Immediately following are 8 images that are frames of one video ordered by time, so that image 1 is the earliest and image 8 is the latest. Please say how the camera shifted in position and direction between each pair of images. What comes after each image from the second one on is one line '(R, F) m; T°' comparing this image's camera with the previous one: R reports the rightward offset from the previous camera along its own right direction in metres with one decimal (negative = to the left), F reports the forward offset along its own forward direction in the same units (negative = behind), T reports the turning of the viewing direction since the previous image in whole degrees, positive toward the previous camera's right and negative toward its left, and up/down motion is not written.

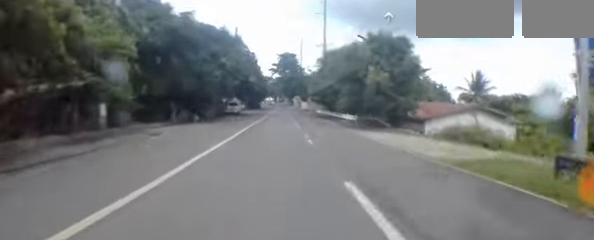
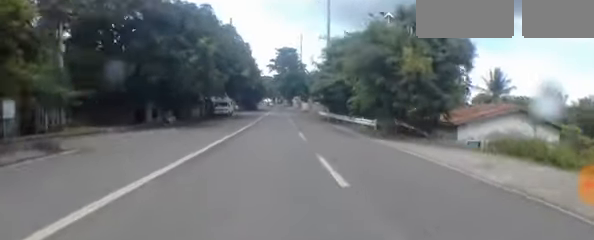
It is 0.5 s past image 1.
(-0.3, +6.2) m; 0°
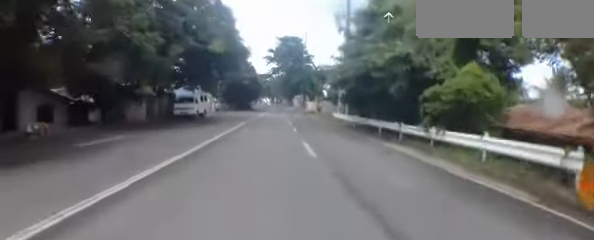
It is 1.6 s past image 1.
(0.0, +13.8) m; 0°
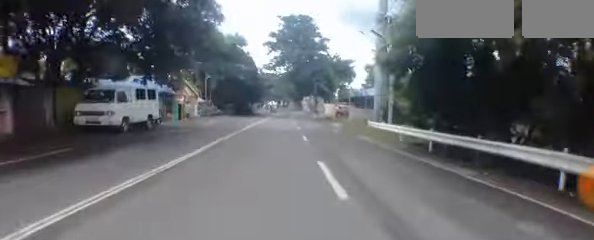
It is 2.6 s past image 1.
(0.0, +12.2) m; +1°
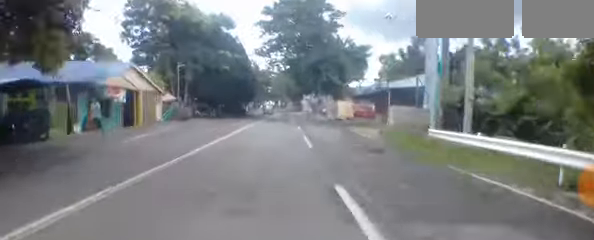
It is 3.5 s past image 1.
(+0.1, +9.2) m; 0°
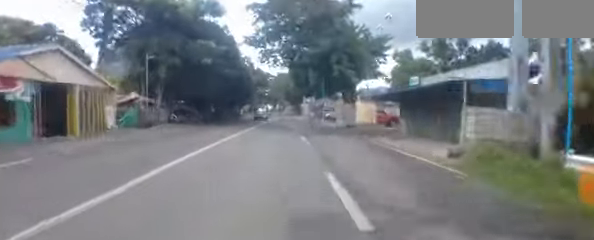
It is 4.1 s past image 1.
(+0.2, +6.1) m; -1°
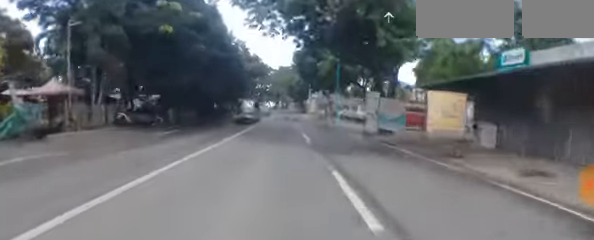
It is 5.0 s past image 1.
(-0.6, +8.7) m; -1°
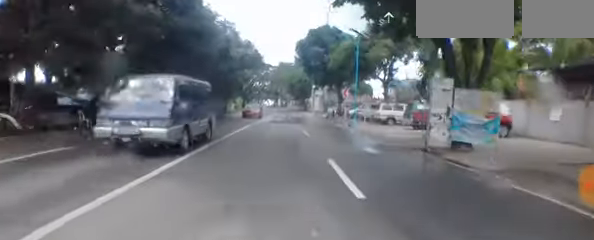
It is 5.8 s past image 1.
(+0.4, +7.2) m; 0°
